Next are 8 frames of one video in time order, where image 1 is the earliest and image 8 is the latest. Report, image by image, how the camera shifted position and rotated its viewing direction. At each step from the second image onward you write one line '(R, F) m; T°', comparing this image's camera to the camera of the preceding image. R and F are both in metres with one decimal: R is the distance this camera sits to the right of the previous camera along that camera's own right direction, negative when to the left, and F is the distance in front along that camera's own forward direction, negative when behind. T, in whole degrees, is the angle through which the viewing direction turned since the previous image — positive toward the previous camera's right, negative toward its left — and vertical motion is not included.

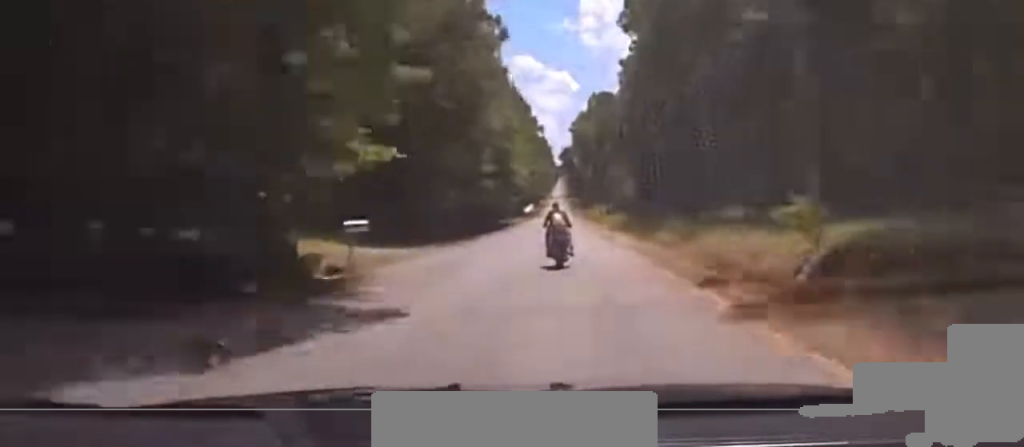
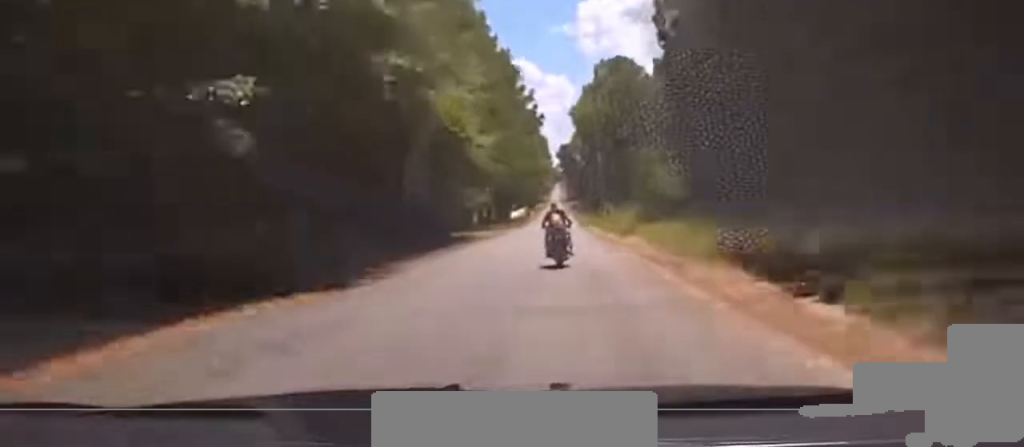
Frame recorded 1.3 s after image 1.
(-0.3, +46.1) m; 0°
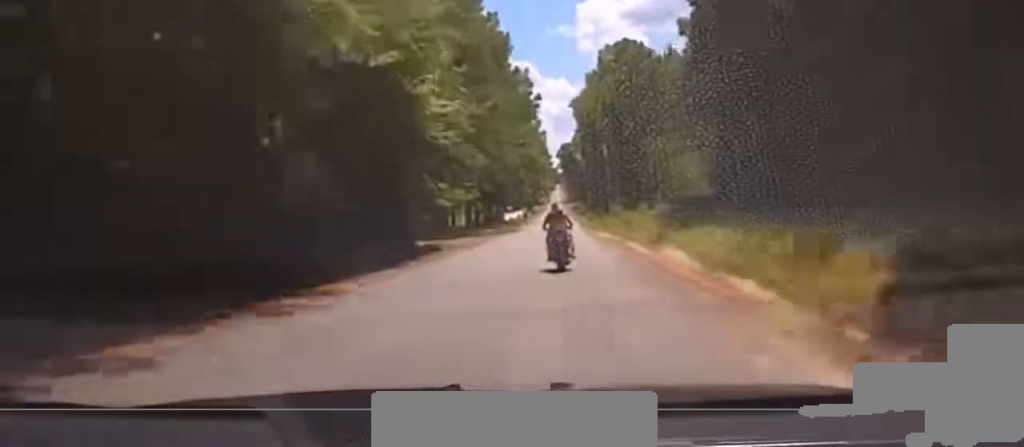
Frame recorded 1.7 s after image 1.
(0.0, +14.7) m; 0°
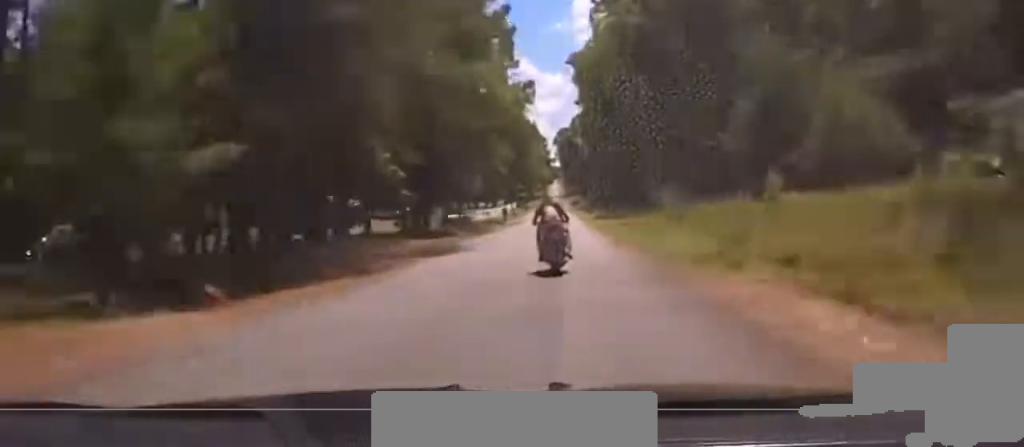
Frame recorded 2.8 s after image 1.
(+0.4, +38.4) m; +1°
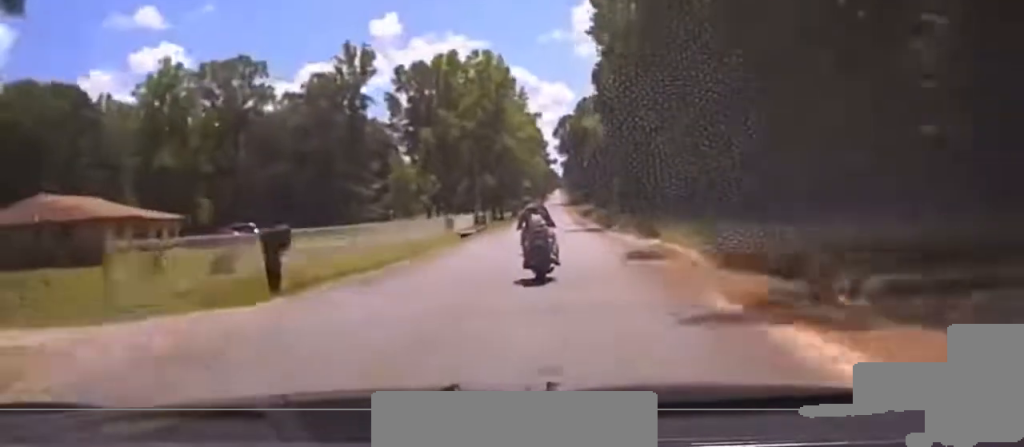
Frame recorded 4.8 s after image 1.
(-0.2, +73.2) m; 0°
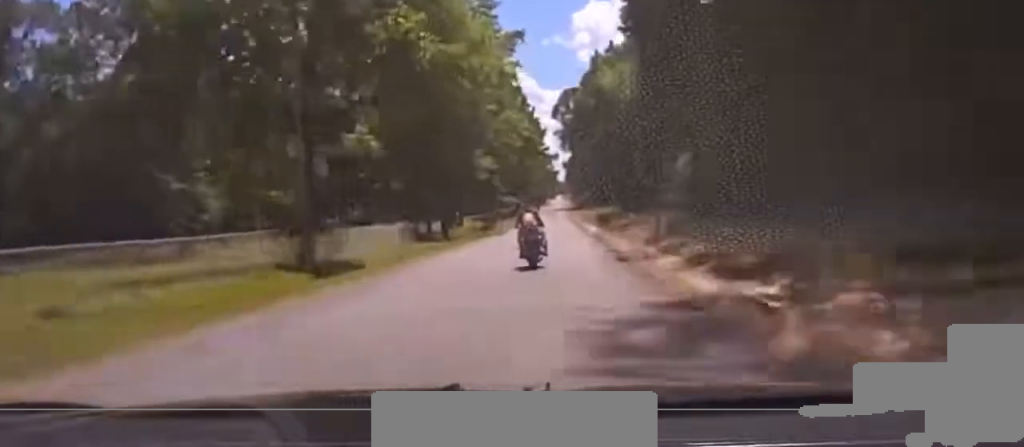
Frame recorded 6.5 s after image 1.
(+0.2, +68.0) m; 0°
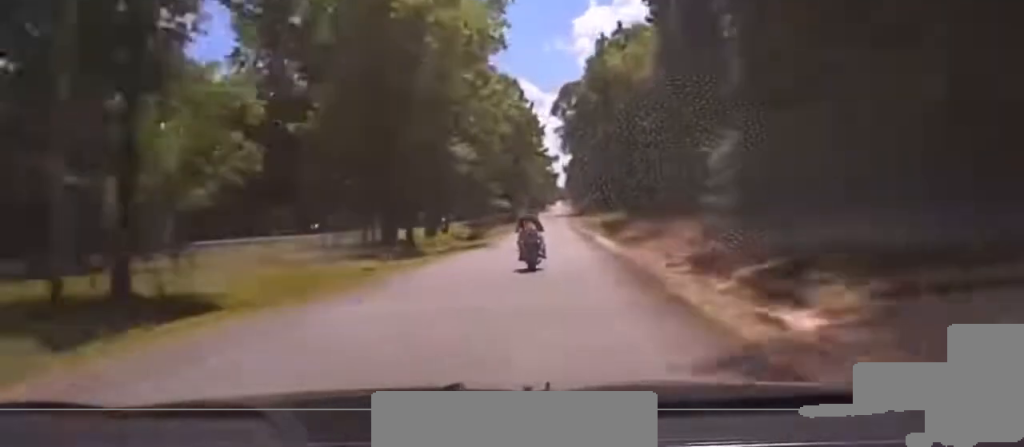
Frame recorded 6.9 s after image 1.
(0.0, +13.7) m; 0°
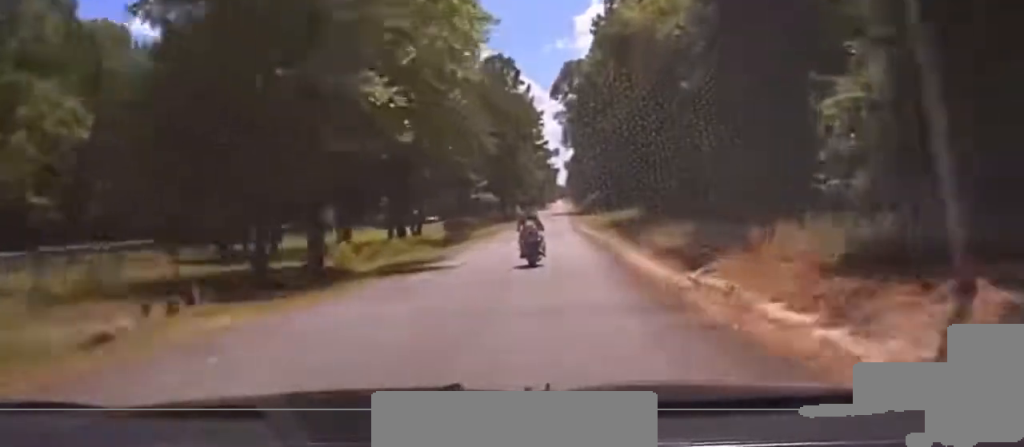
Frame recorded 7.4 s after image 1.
(0.0, +18.3) m; 0°
